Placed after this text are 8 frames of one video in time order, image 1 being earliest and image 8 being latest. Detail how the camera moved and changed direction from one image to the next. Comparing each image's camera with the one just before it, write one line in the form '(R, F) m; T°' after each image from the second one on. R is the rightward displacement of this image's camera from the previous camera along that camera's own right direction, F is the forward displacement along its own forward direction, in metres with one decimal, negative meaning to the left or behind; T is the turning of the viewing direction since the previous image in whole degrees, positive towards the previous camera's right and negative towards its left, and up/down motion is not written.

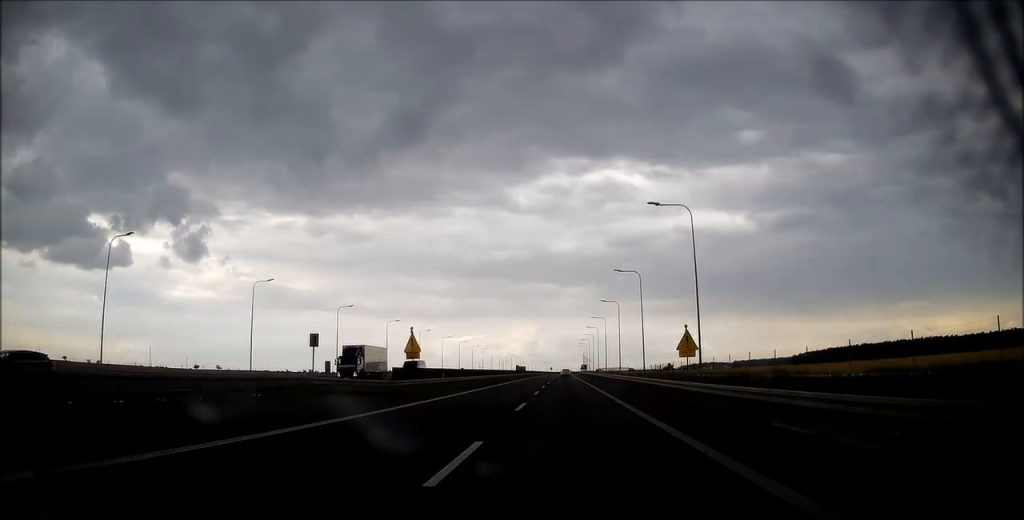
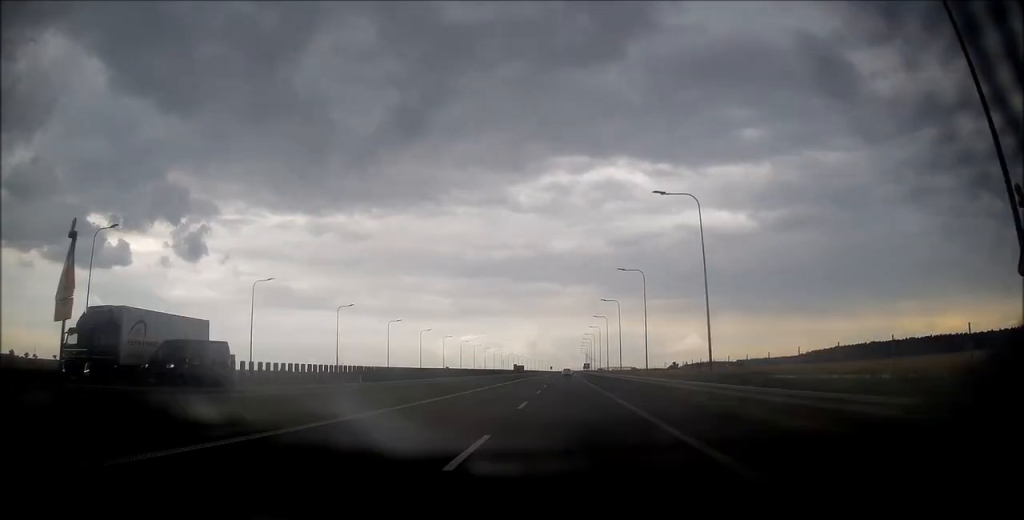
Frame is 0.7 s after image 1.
(-0.2, +24.4) m; 0°
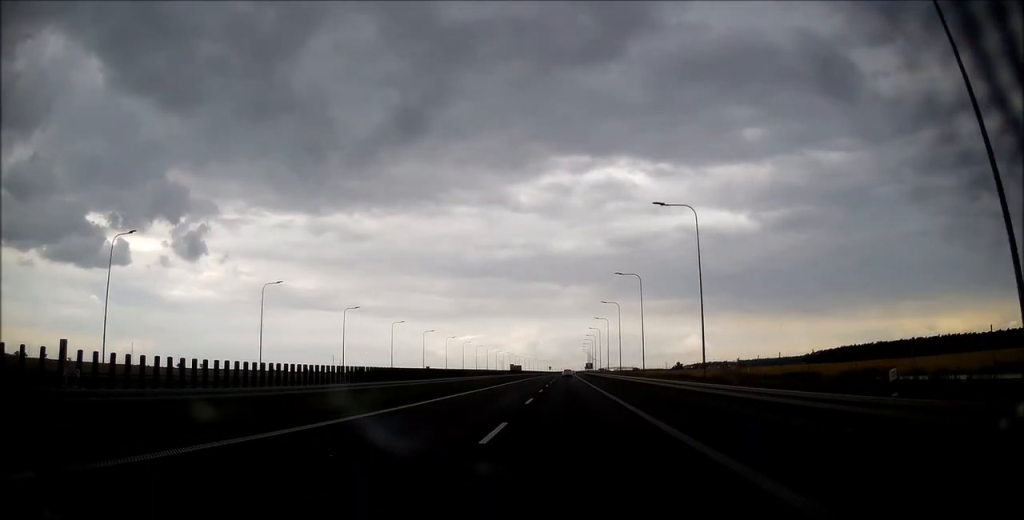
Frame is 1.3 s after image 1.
(+0.1, +20.0) m; 0°
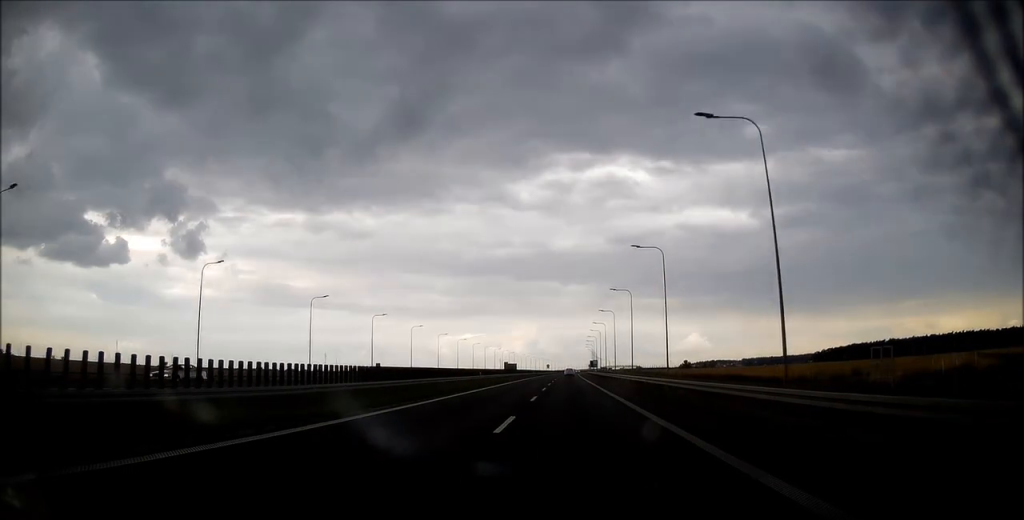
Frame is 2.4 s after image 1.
(0.0, +35.7) m; 0°
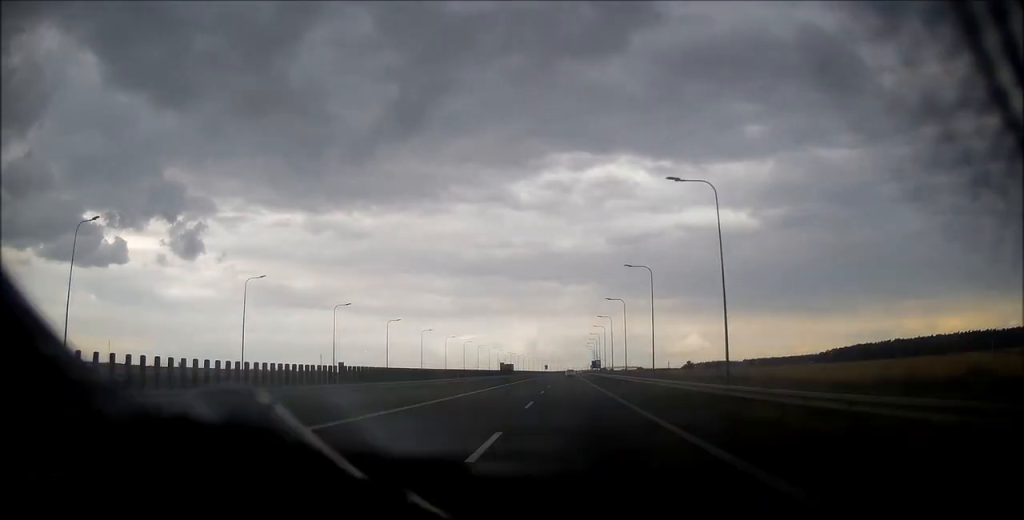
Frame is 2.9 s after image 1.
(-0.2, +15.6) m; 0°
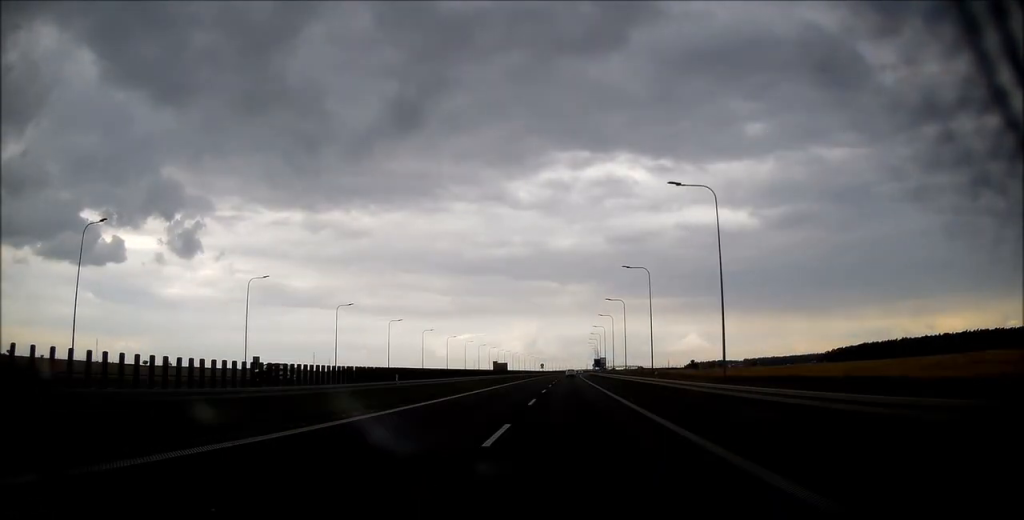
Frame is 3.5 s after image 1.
(+0.2, +22.4) m; 0°
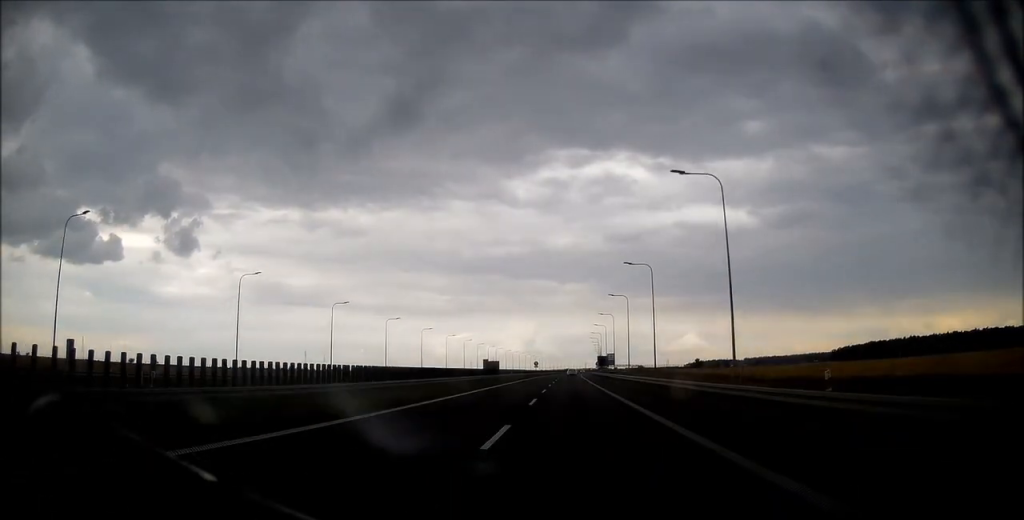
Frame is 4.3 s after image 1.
(+0.1, +24.6) m; 0°
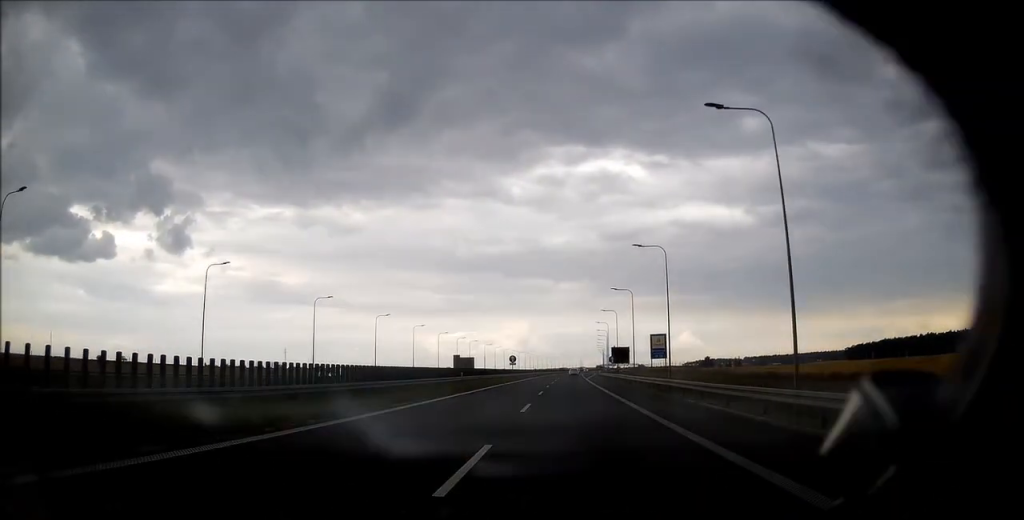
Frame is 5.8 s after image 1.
(+0.2, +51.5) m; 0°
